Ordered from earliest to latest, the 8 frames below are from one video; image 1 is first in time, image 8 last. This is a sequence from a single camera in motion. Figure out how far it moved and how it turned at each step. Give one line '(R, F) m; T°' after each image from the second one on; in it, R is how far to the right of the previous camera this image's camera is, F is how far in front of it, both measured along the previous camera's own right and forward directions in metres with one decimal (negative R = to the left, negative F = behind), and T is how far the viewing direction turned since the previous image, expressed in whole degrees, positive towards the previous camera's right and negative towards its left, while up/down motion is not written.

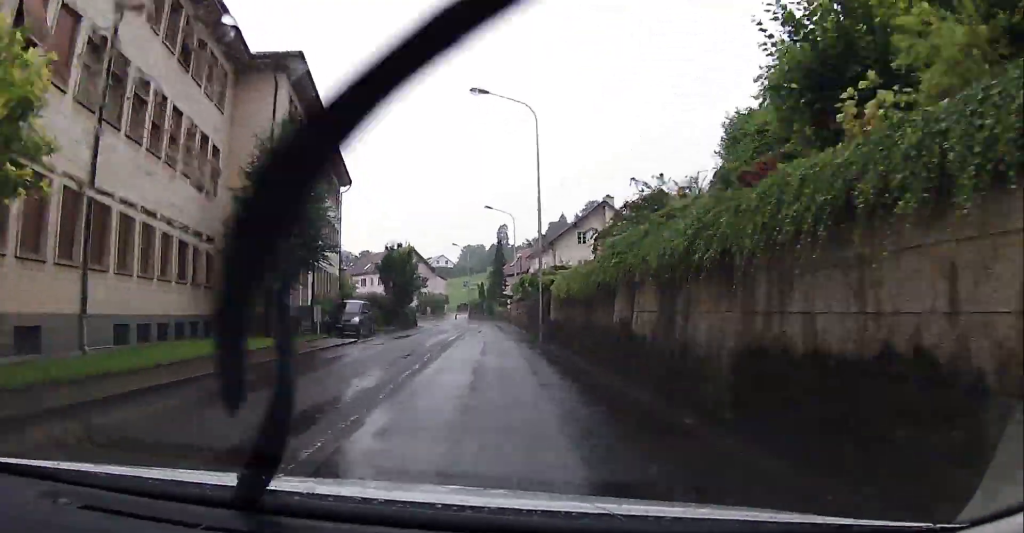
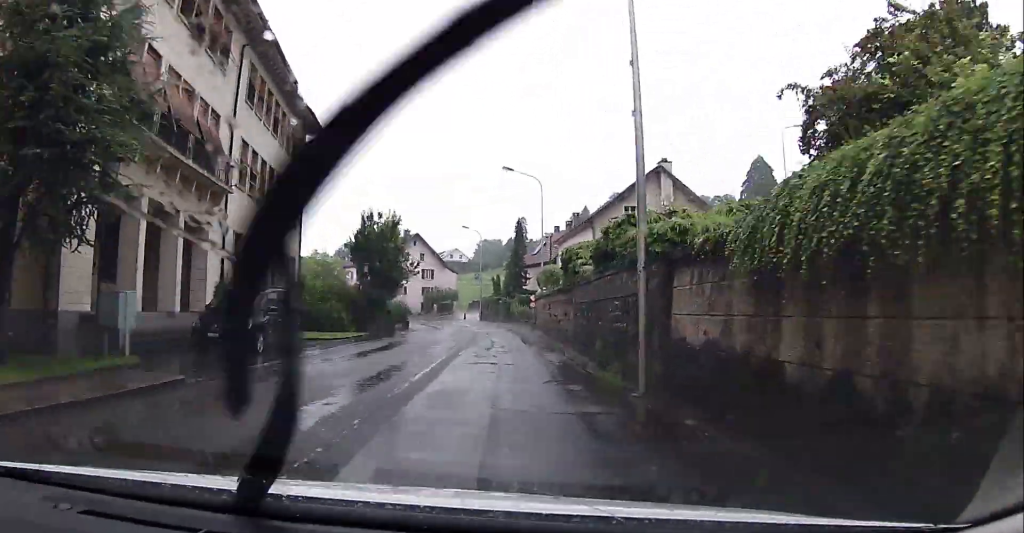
(0.0, +16.3) m; -1°
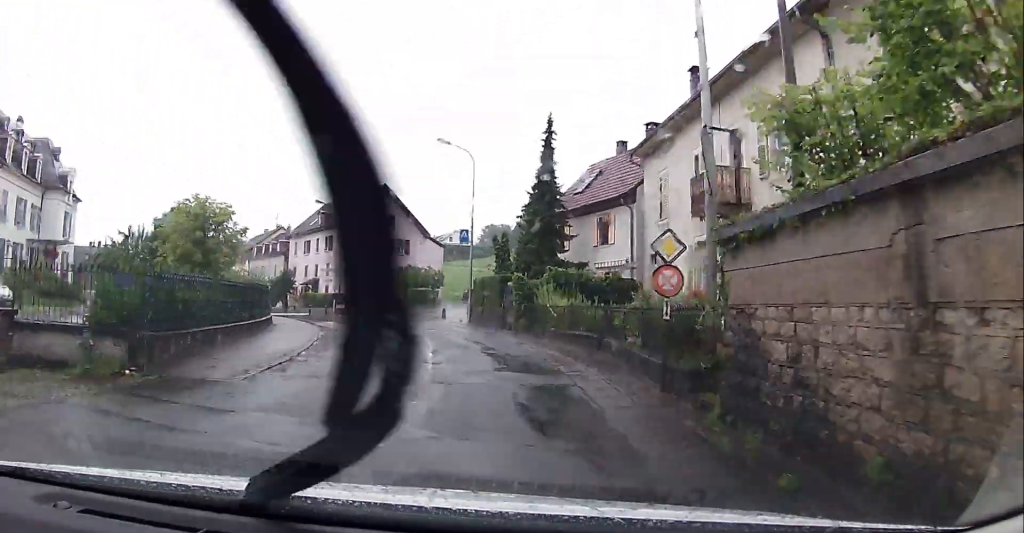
(-1.3, +36.6) m; -3°
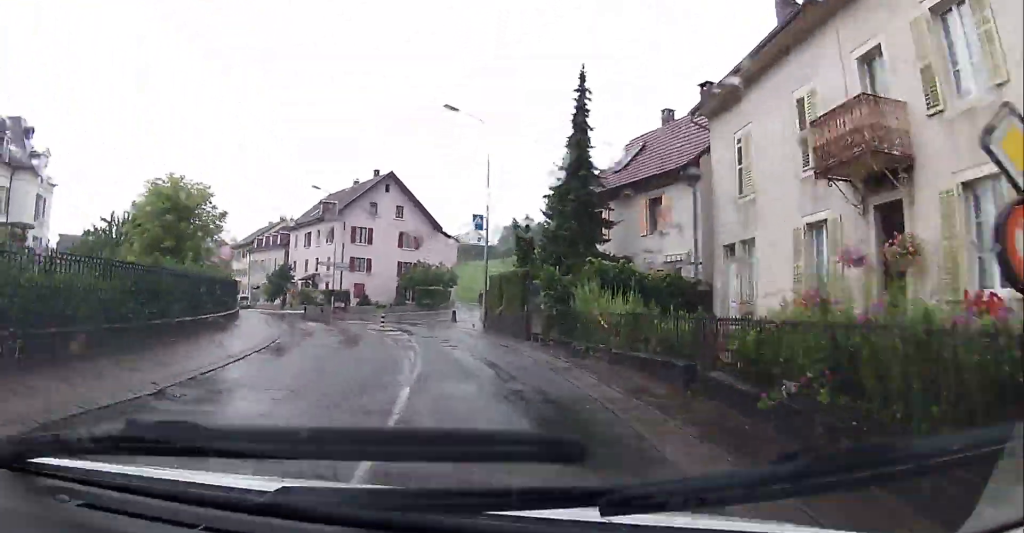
(0.0, +7.0) m; -1°
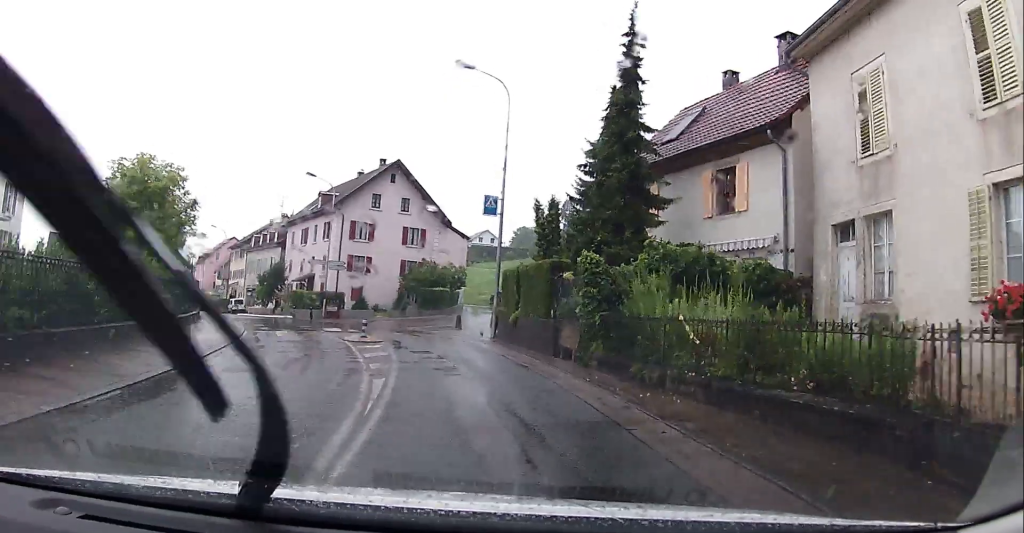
(+0.1, +6.4) m; -1°
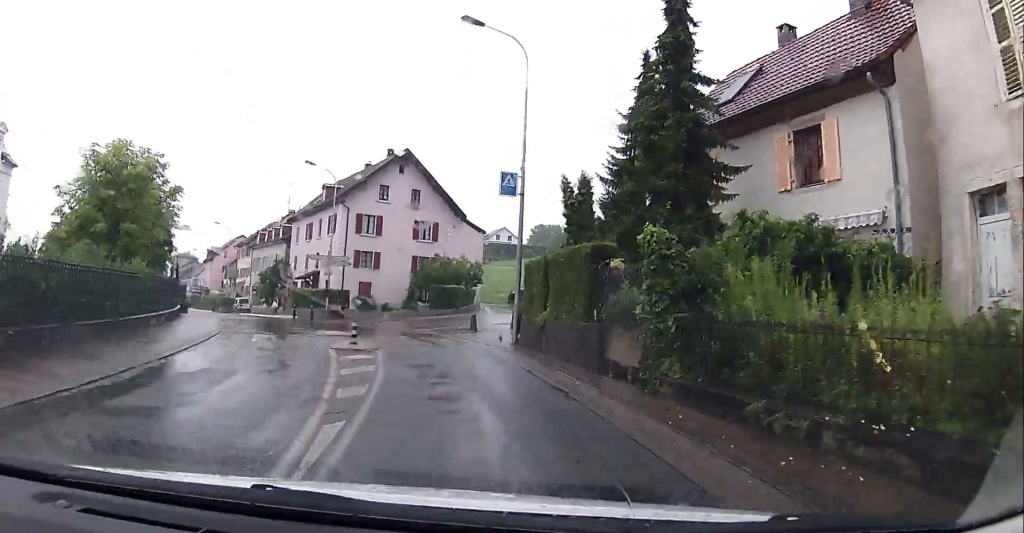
(-0.2, +4.3) m; -2°
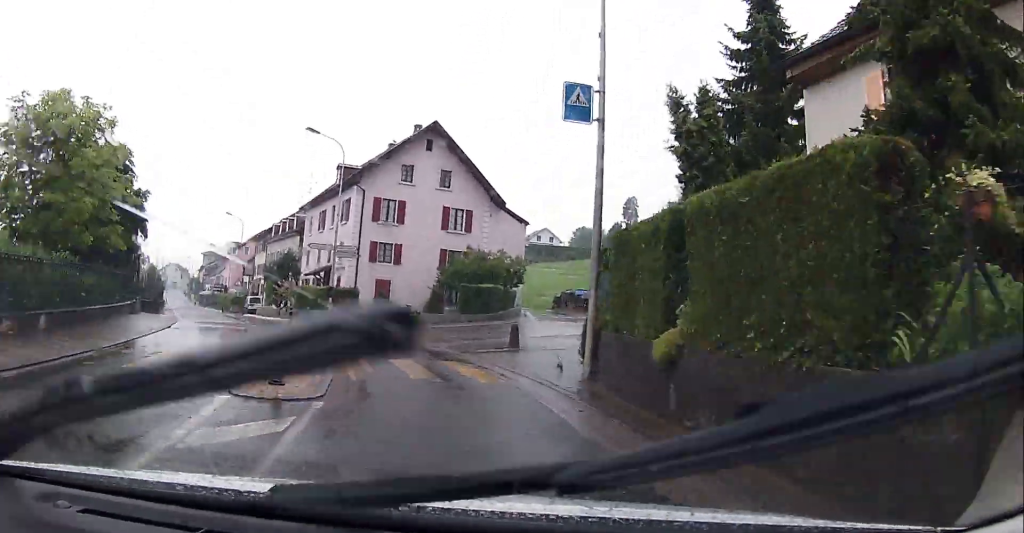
(-0.3, +9.0) m; -5°
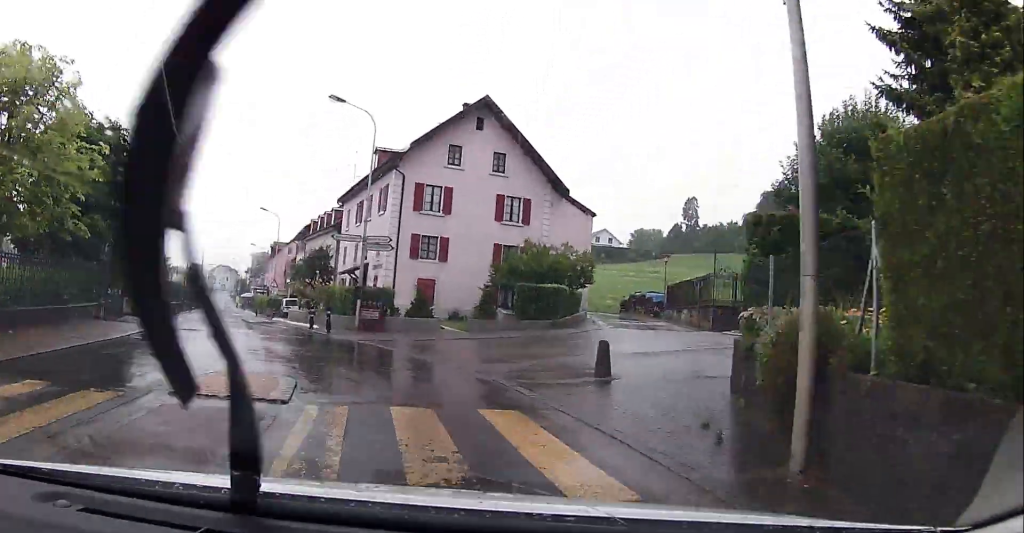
(+0.1, +6.5) m; -5°
